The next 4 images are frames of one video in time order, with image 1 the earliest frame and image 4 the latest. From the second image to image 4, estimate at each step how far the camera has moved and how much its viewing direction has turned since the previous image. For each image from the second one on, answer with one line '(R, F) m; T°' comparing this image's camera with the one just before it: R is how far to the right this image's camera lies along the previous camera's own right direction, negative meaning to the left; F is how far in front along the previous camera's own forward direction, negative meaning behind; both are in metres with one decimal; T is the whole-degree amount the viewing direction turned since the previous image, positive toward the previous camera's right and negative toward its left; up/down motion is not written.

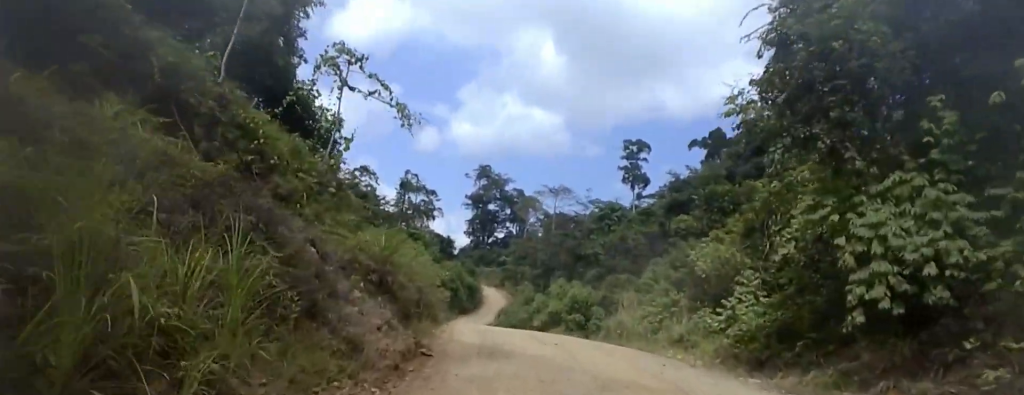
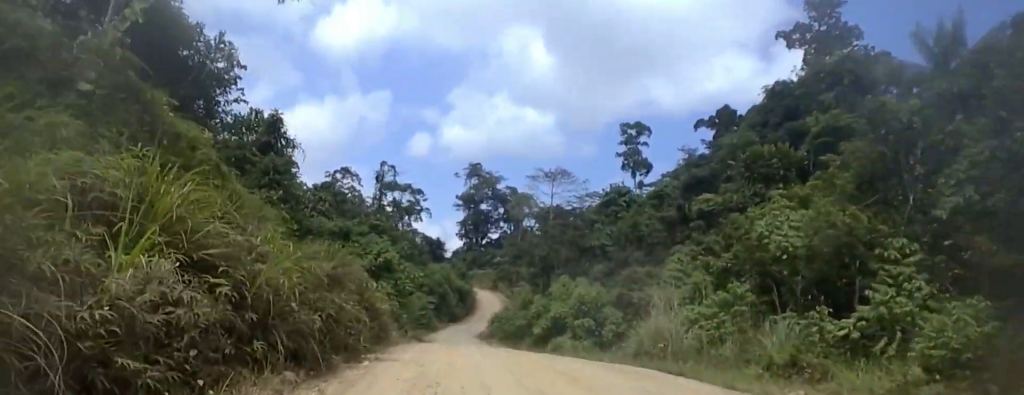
(-1.4, +11.9) m; -13°
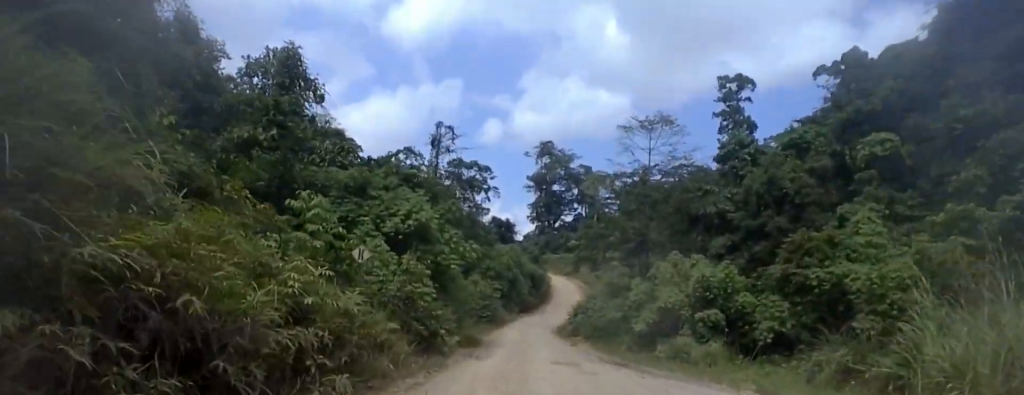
(-0.1, +15.6) m; +9°
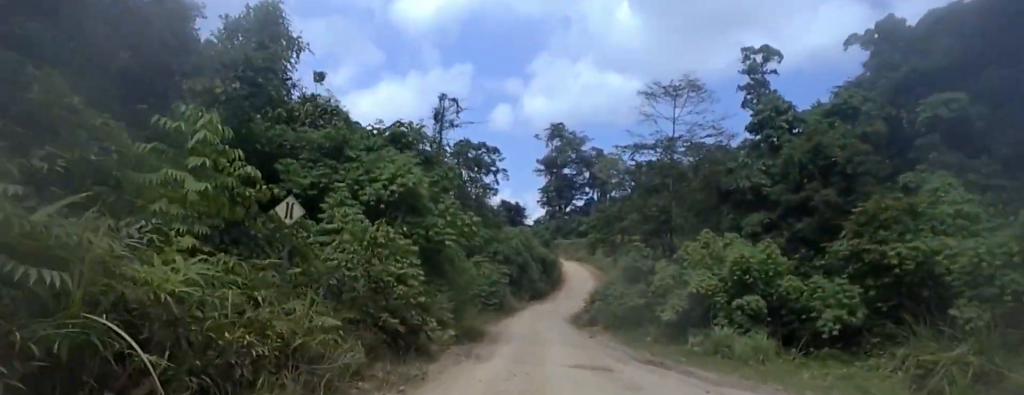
(+0.7, +5.6) m; +6°
